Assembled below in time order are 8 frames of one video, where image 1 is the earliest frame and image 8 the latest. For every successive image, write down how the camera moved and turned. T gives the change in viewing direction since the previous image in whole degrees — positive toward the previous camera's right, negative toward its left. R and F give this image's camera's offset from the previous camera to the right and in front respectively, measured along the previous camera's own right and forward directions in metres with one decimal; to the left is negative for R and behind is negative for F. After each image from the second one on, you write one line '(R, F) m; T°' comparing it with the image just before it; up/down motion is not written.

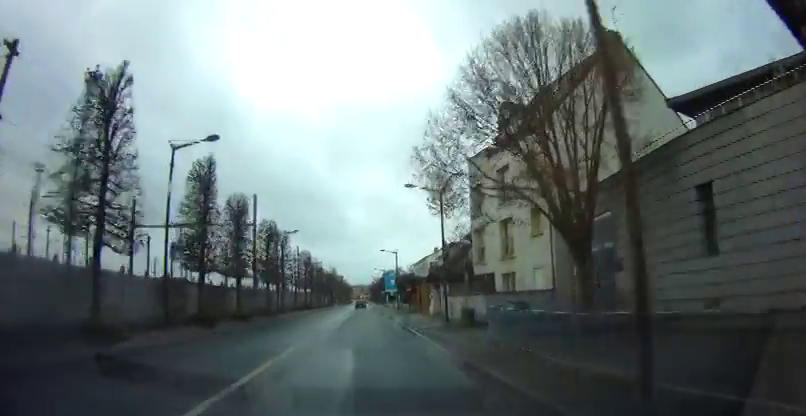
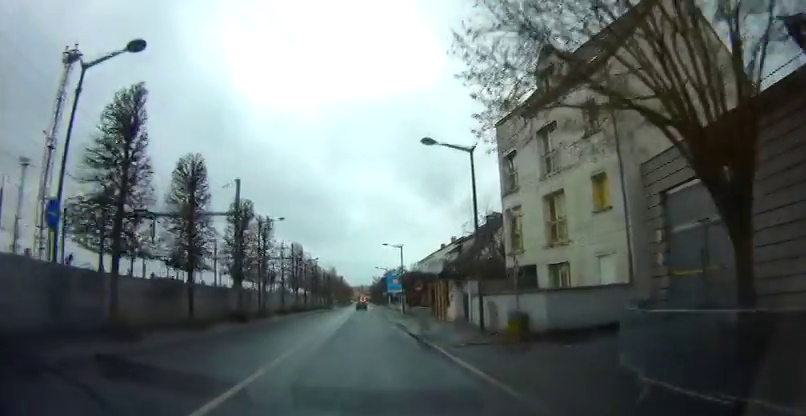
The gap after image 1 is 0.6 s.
(-0.2, +7.5) m; -1°
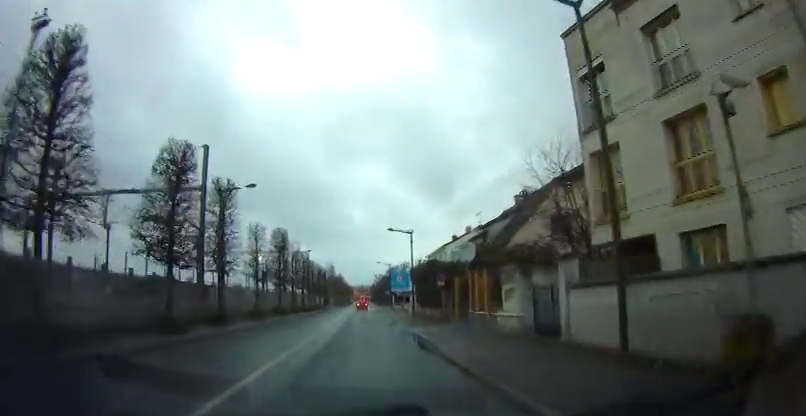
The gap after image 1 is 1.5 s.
(0.0, +9.6) m; +1°
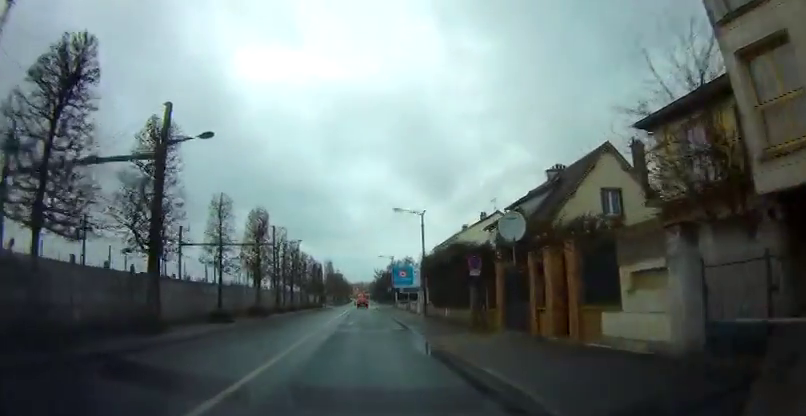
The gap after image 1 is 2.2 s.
(+0.1, +7.9) m; +1°
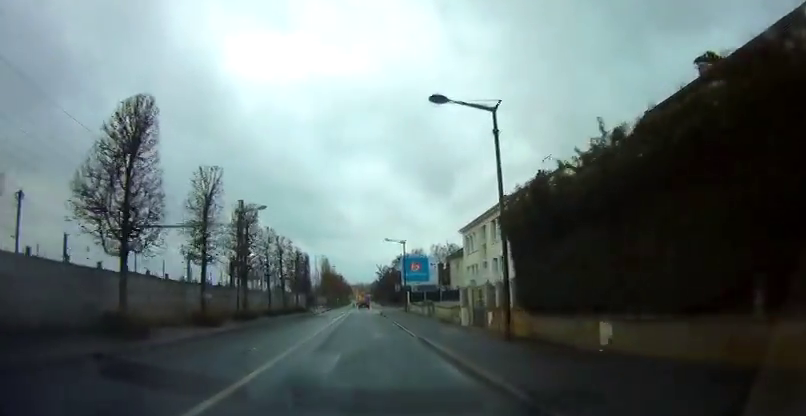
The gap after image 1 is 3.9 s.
(+0.2, +18.8) m; 0°
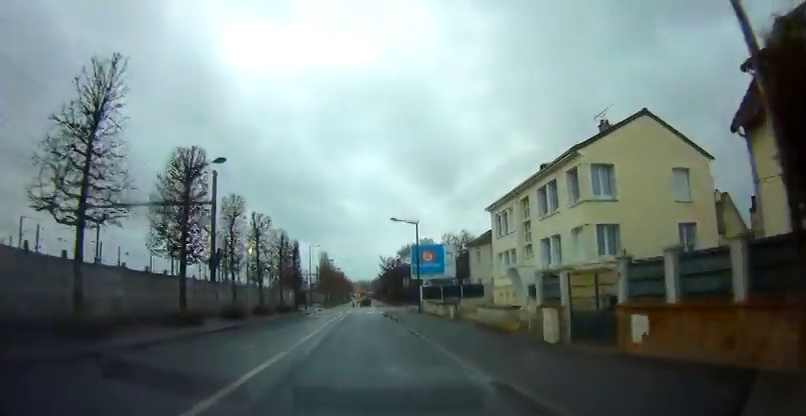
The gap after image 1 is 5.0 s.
(-0.1, +10.4) m; -1°
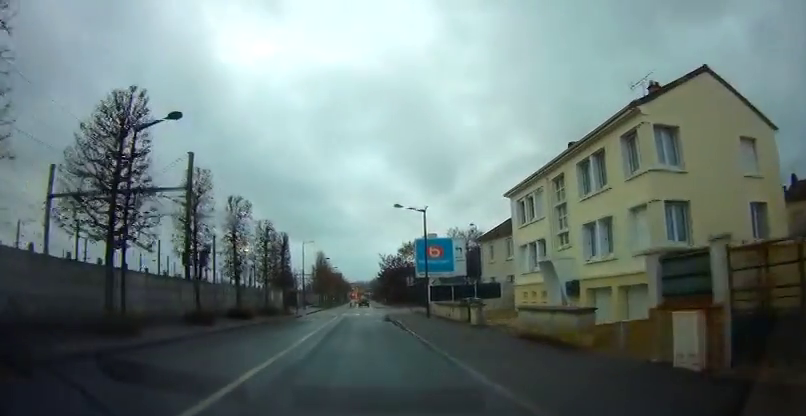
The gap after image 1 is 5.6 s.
(+0.1, +5.9) m; -1°
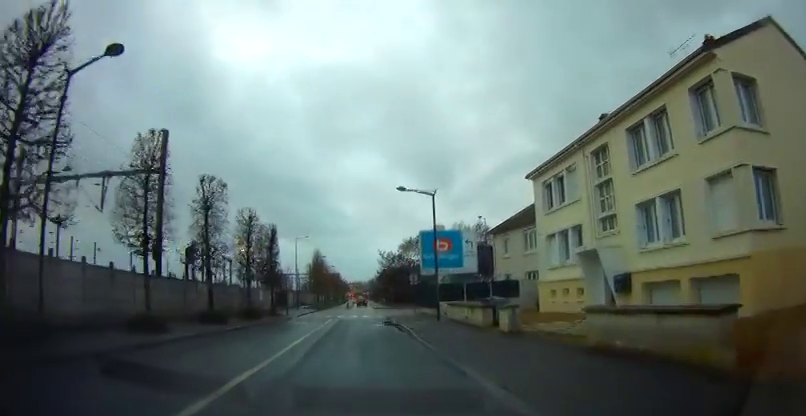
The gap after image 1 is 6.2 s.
(-0.2, +4.9) m; 0°
